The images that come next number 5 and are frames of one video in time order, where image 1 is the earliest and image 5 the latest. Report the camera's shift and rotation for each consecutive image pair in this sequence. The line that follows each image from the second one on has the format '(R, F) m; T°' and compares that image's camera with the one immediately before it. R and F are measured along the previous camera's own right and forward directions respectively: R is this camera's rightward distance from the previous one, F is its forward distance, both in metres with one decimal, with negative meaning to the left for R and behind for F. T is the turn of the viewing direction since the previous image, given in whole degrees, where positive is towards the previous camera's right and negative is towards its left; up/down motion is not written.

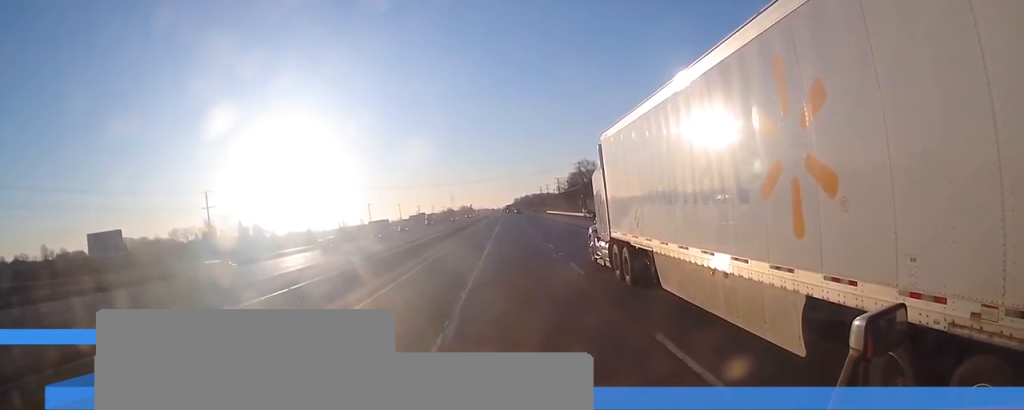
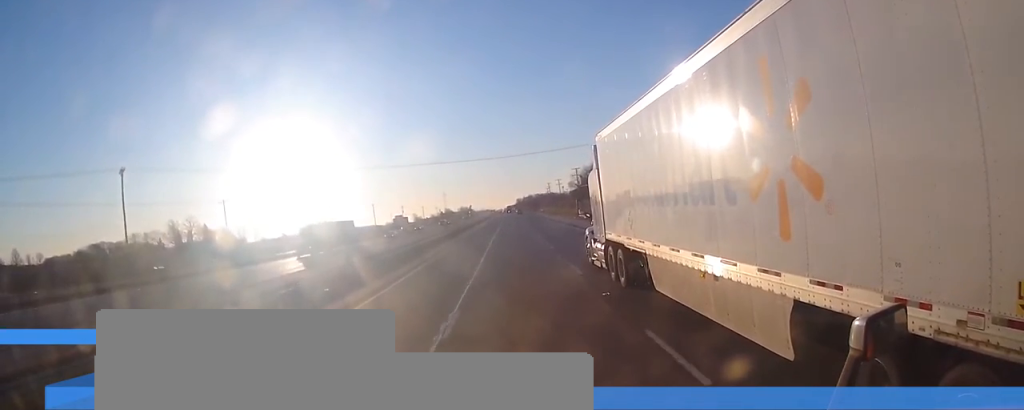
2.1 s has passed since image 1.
(+0.1, +60.6) m; 0°
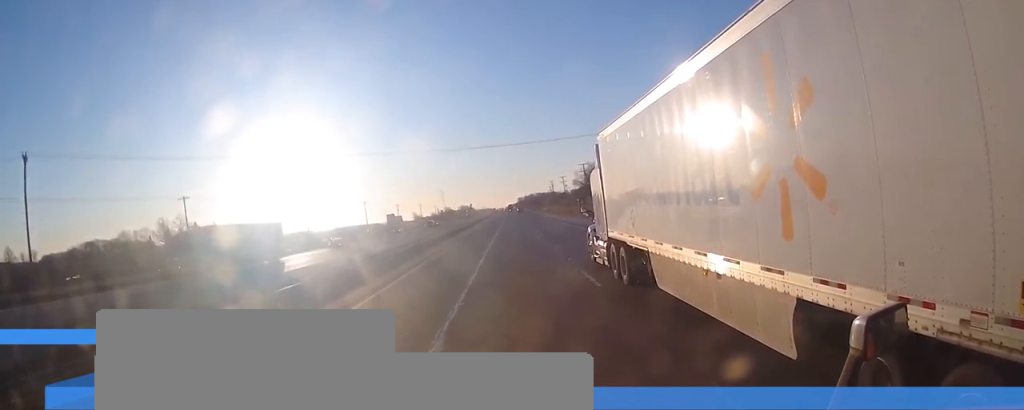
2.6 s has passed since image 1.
(0.0, +15.6) m; 0°
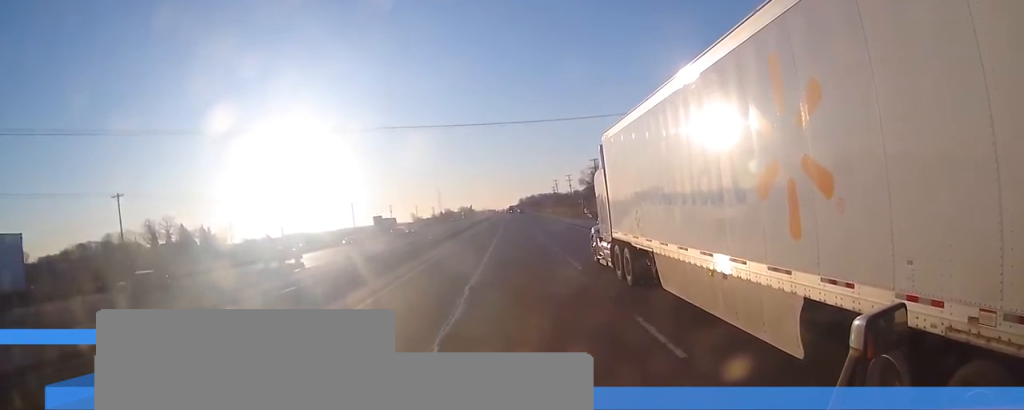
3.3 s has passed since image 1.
(-0.2, +19.5) m; 0°
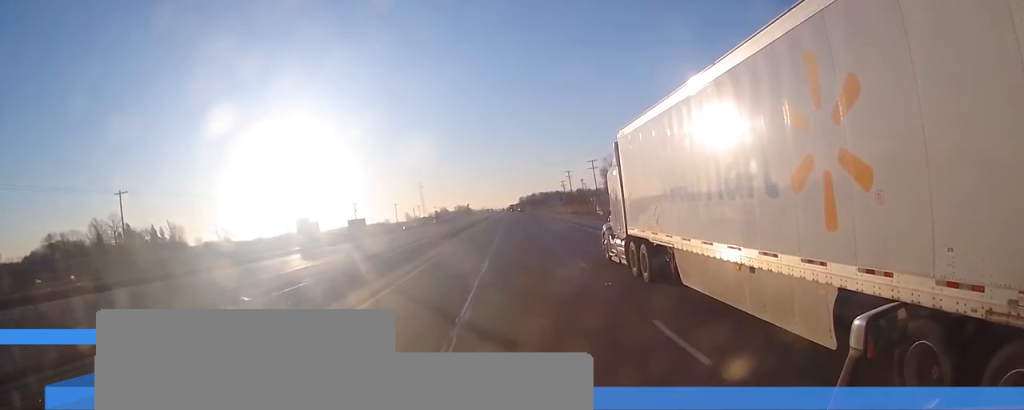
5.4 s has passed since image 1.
(+0.6, +61.3) m; 0°
